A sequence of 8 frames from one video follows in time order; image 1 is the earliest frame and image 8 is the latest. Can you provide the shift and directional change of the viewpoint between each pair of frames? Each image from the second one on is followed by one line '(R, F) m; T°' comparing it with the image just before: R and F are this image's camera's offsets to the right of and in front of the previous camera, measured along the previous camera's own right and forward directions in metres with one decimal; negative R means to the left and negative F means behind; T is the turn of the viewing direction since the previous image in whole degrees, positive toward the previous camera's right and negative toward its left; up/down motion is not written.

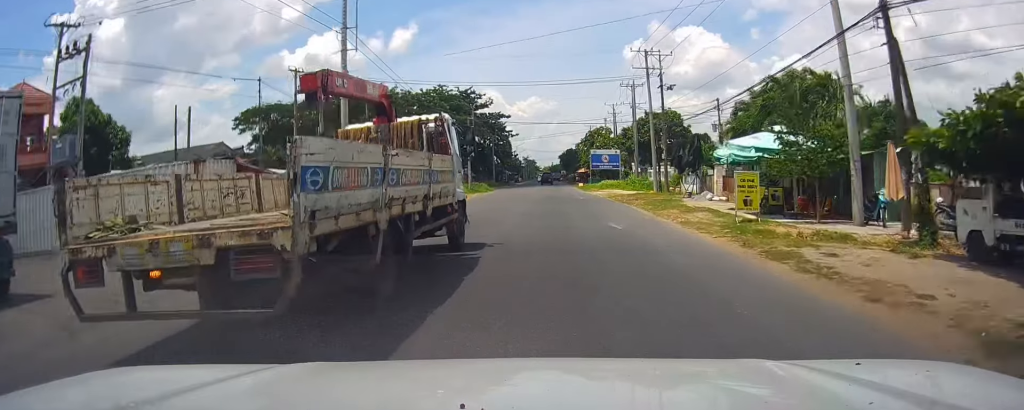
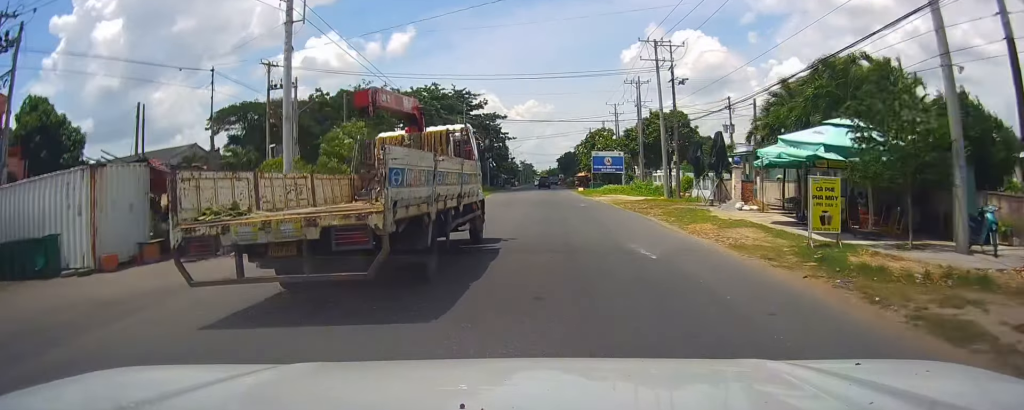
(-0.1, +5.5) m; 0°
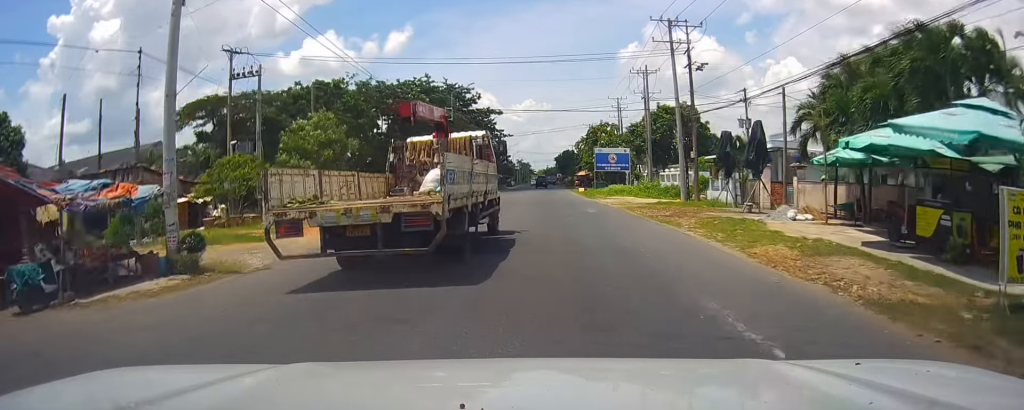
(0.0, +6.2) m; +1°
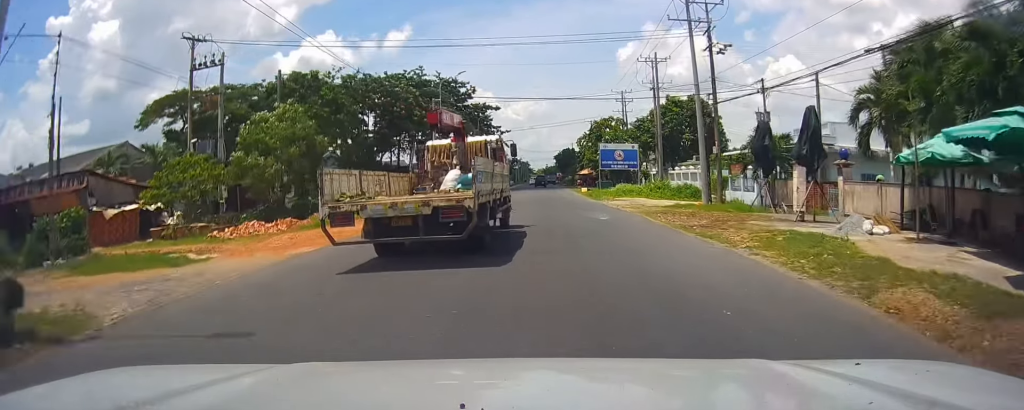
(0.0, +5.7) m; +1°
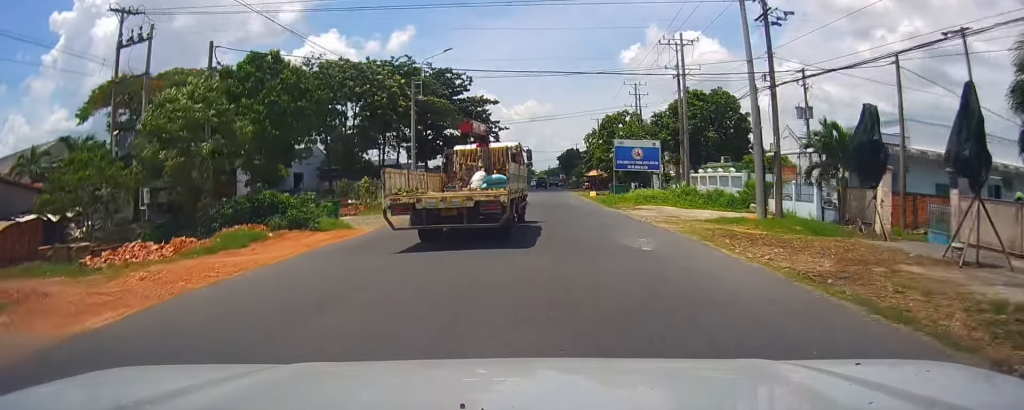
(+0.1, +8.3) m; 0°
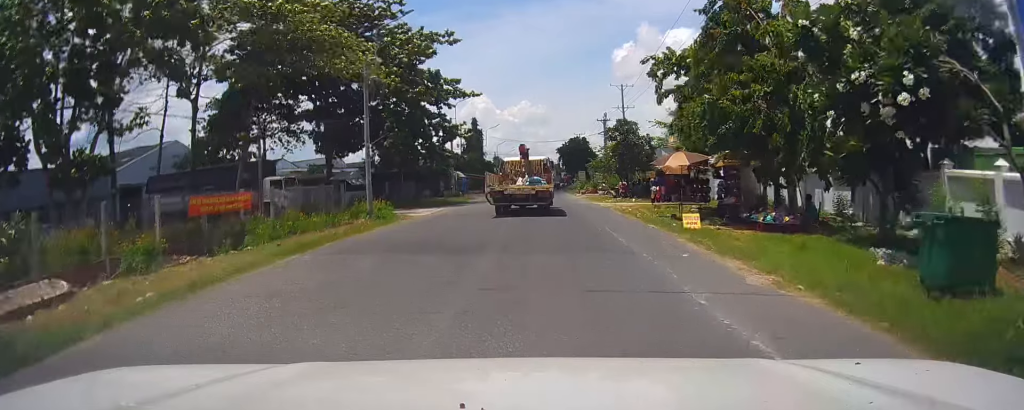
(0.0, +38.8) m; +1°
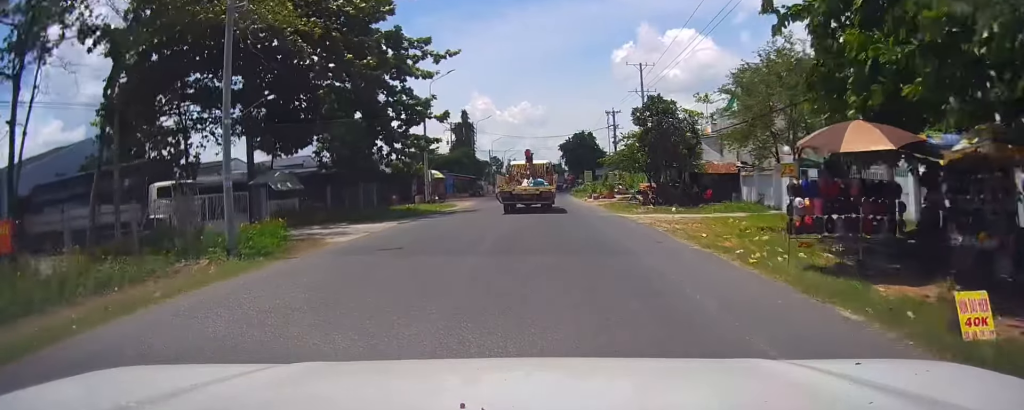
(-0.1, +13.5) m; 0°
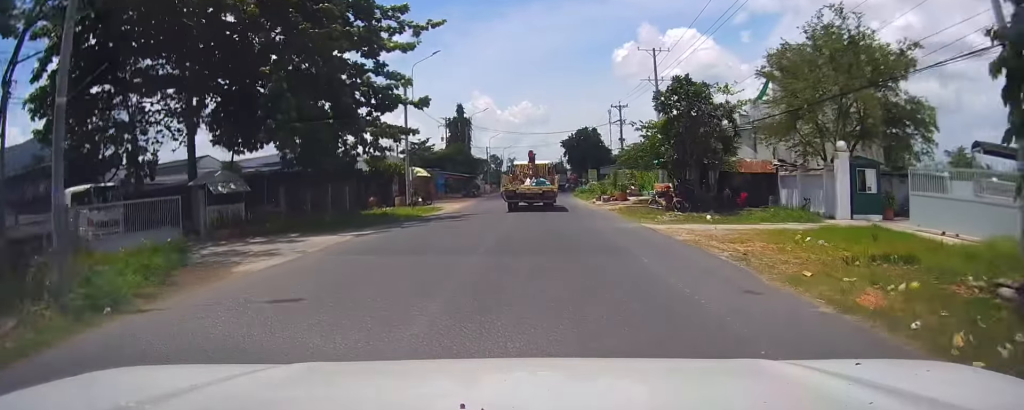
(-0.1, +6.6) m; 0°
